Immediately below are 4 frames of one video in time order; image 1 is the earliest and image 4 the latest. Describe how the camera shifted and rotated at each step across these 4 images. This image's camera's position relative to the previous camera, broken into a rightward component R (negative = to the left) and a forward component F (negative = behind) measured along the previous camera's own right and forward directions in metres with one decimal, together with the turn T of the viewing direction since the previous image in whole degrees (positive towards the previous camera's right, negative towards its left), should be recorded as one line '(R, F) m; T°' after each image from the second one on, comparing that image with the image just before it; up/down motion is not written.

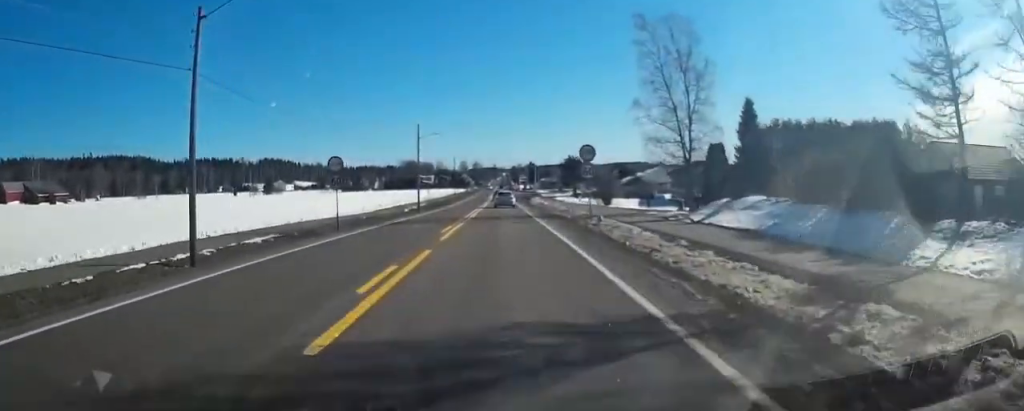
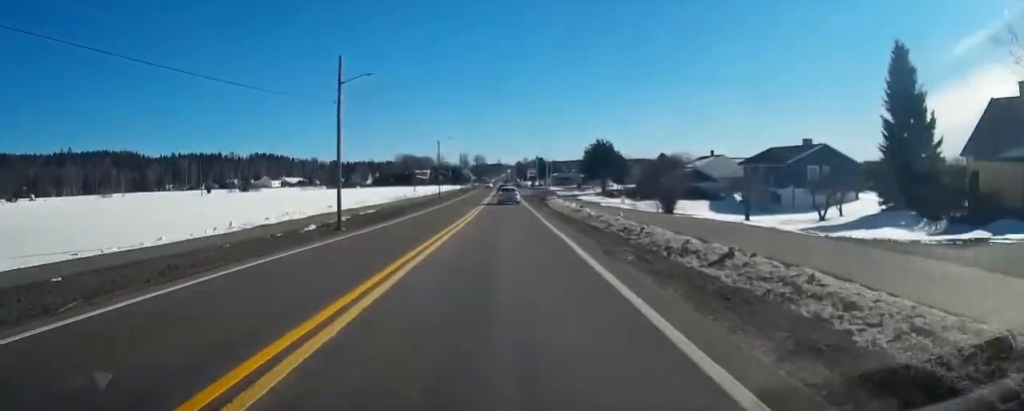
(-0.4, +32.7) m; 0°
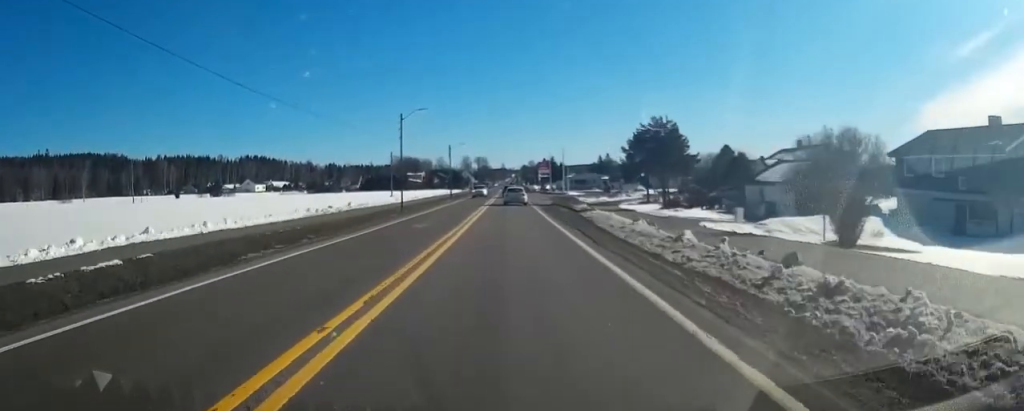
(+0.2, +32.2) m; 0°
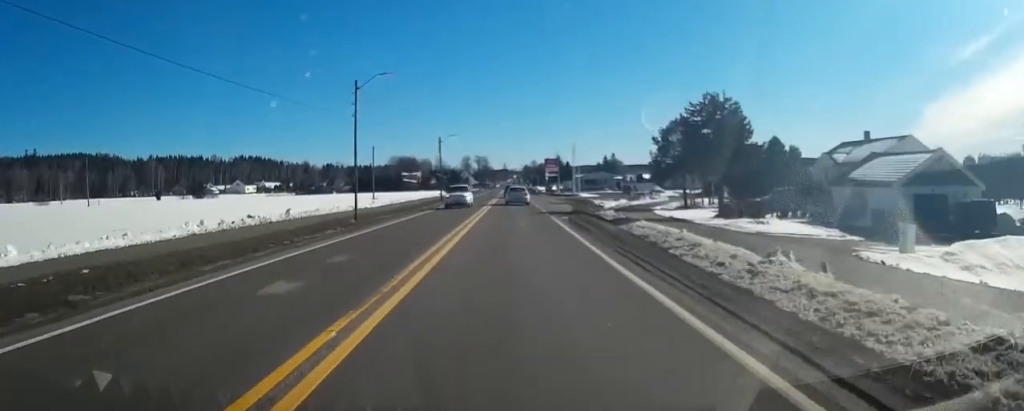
(+0.1, +15.6) m; 0°
